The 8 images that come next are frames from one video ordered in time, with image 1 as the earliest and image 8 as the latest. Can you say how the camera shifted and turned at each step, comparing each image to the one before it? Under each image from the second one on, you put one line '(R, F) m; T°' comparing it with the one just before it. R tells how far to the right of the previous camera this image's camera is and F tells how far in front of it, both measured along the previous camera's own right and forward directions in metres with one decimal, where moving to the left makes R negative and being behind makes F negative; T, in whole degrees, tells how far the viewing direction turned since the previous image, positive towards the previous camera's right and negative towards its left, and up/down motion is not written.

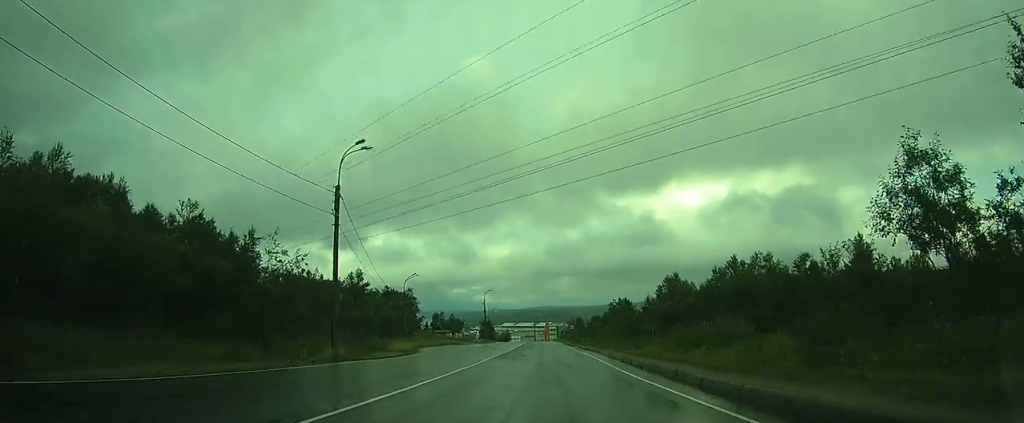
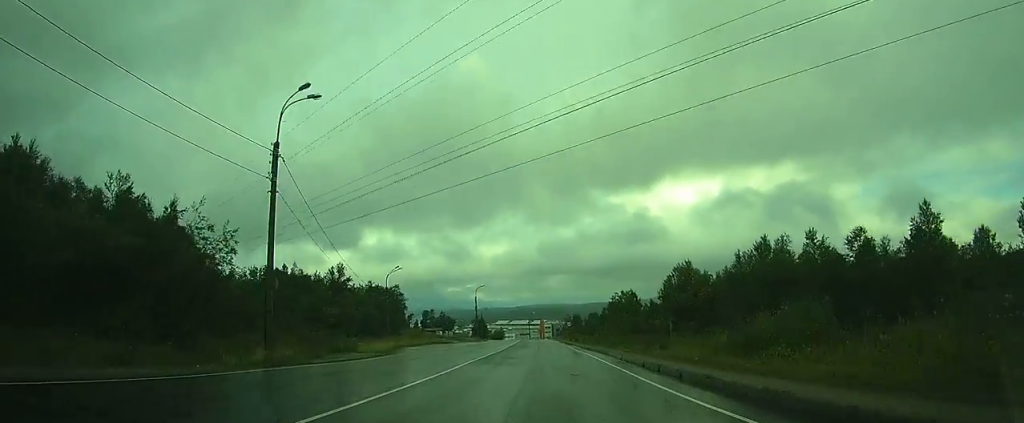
(-0.1, +7.4) m; +1°
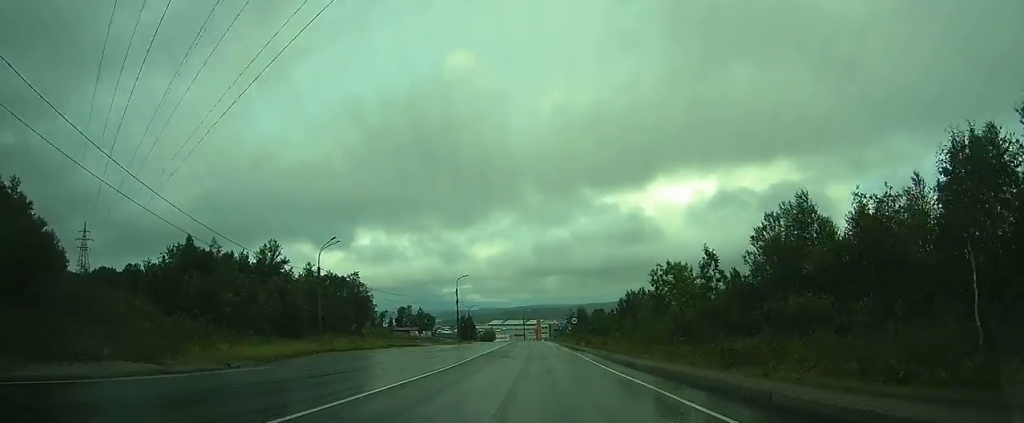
(+0.4, +24.9) m; 0°
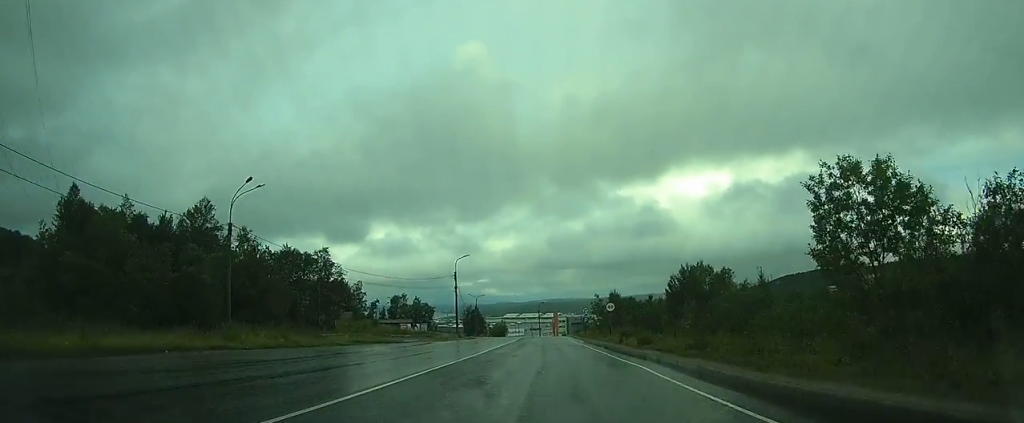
(0.0, +21.8) m; 0°
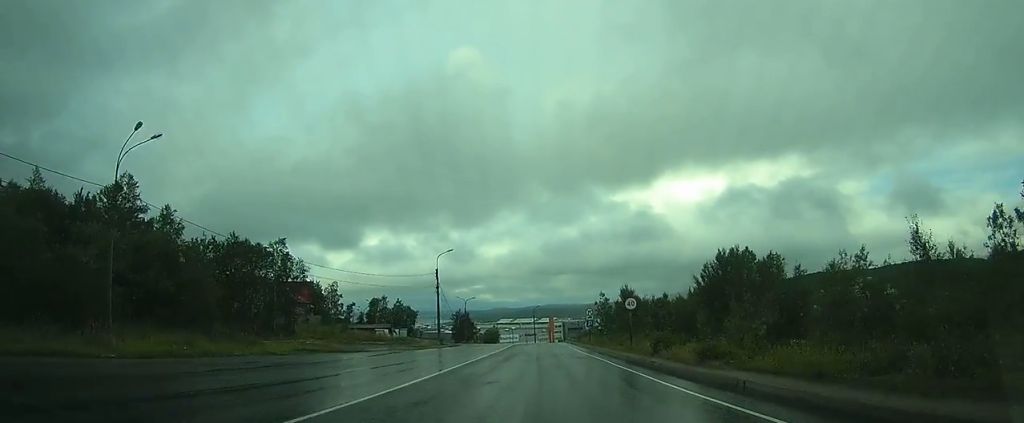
(+0.1, +12.8) m; +1°
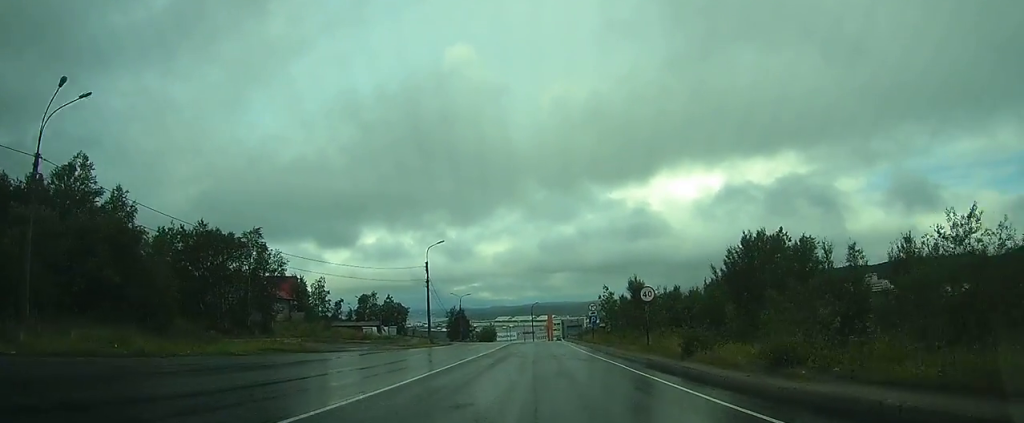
(0.0, +6.0) m; +1°
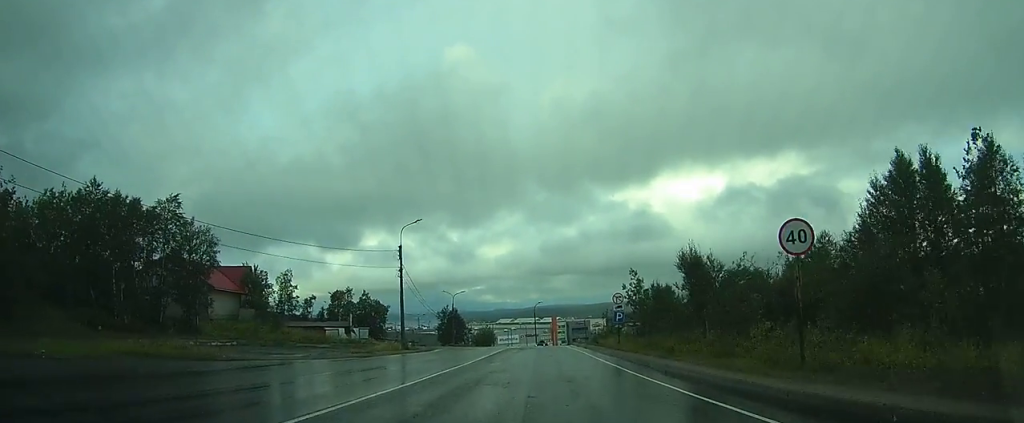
(+0.3, +16.1) m; 0°
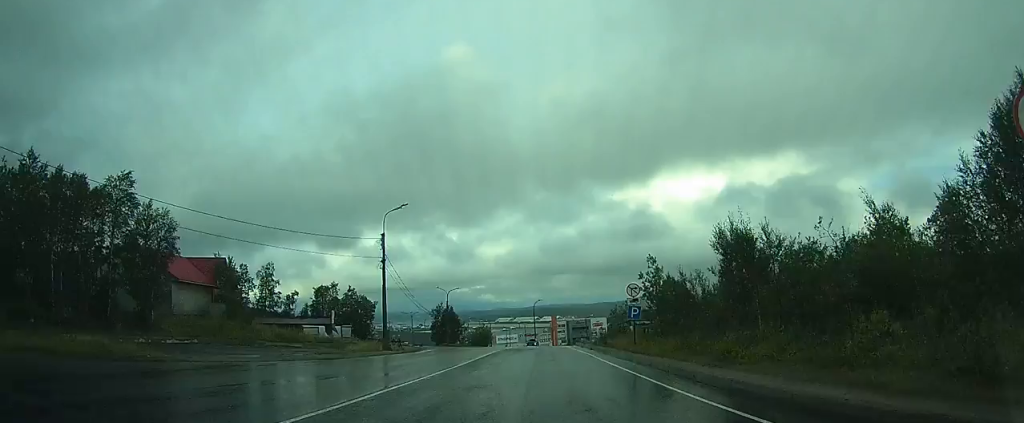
(-0.1, +6.5) m; -1°
